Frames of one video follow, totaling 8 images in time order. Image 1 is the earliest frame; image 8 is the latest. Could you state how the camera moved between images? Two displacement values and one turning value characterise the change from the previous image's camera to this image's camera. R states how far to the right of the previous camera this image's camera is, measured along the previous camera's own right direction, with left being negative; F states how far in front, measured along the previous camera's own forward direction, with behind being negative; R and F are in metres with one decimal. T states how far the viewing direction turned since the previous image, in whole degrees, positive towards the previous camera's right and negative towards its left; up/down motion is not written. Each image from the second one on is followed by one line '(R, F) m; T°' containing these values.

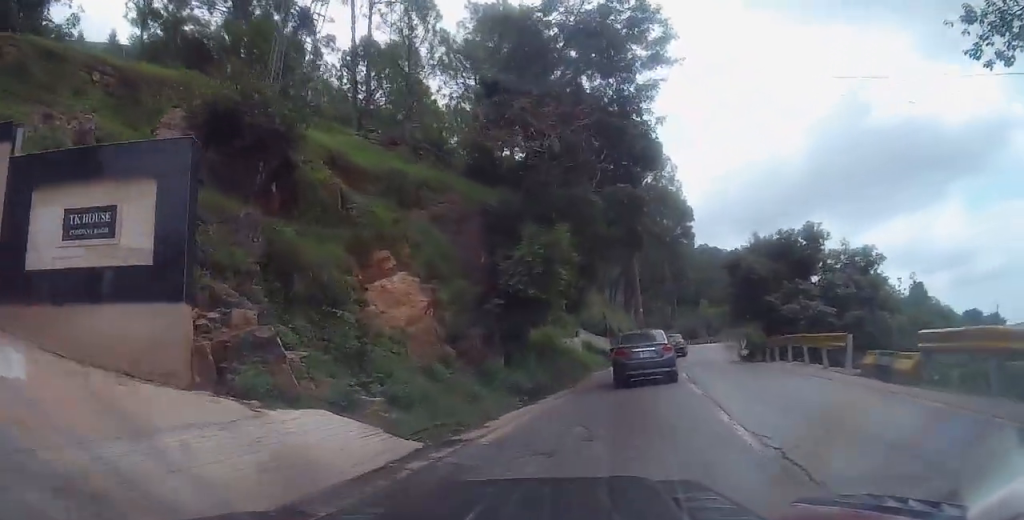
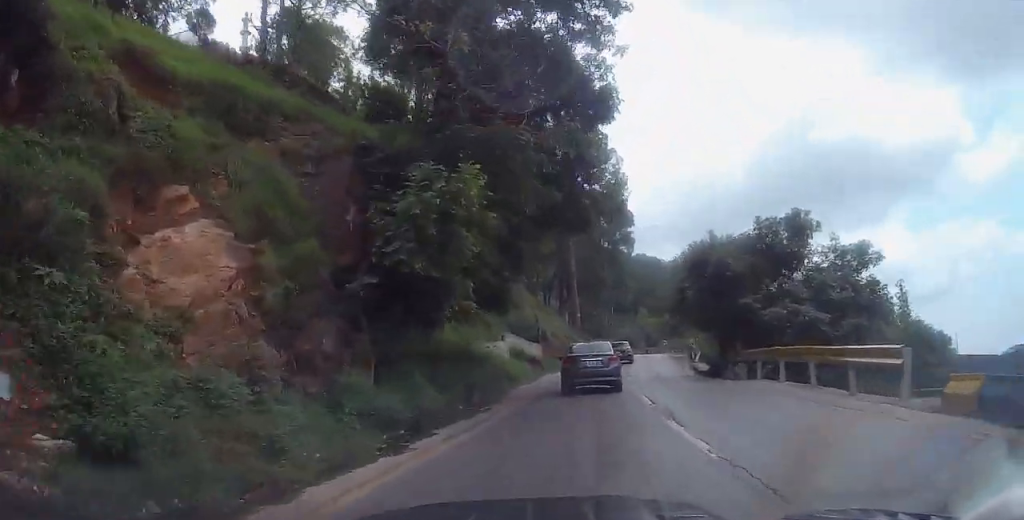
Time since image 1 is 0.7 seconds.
(0.0, +5.9) m; +2°
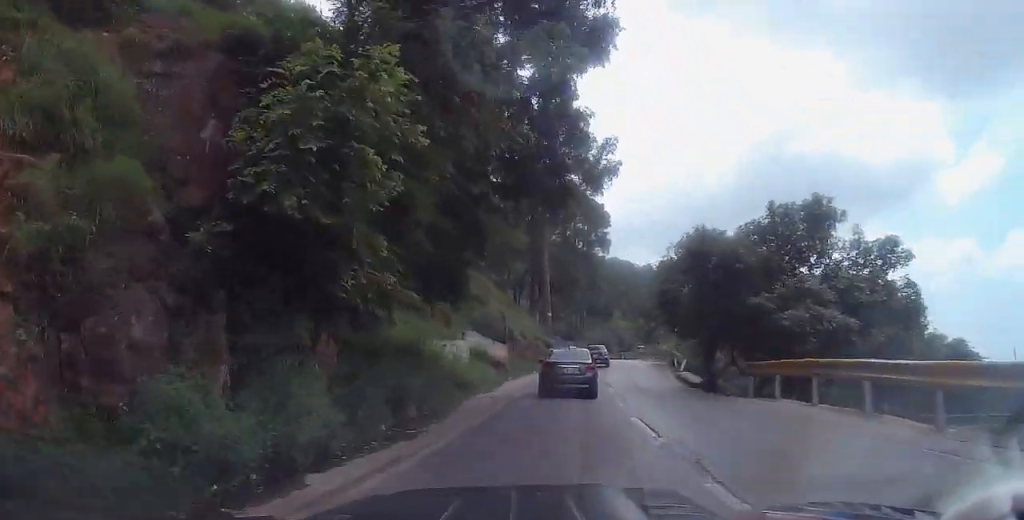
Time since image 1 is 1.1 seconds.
(0.0, +4.1) m; +1°
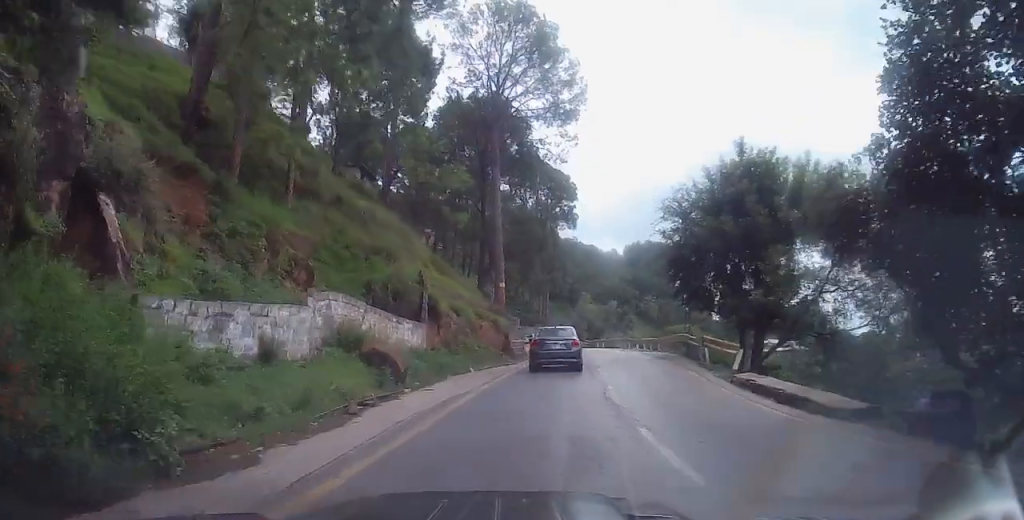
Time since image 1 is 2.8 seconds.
(+0.7, +15.0) m; +3°
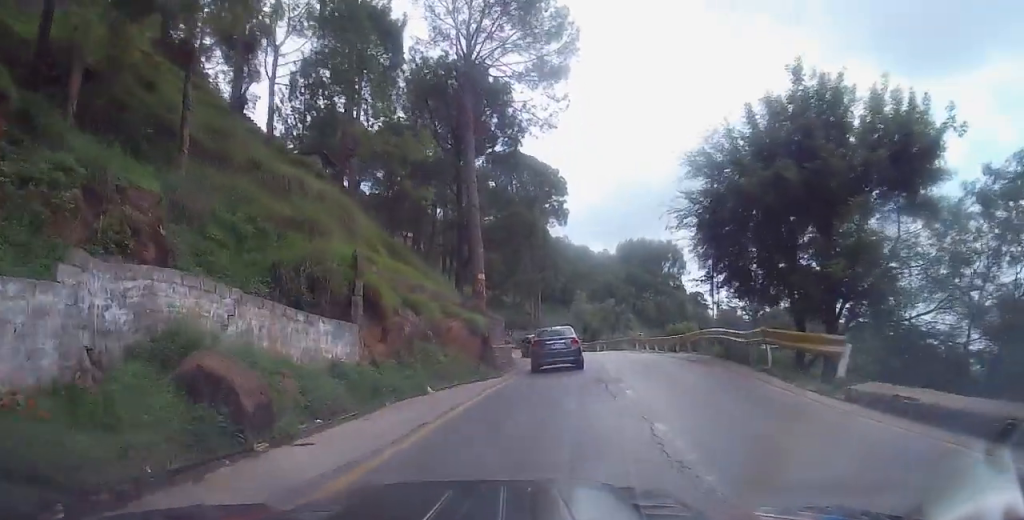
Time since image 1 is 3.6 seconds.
(0.0, +6.9) m; +2°
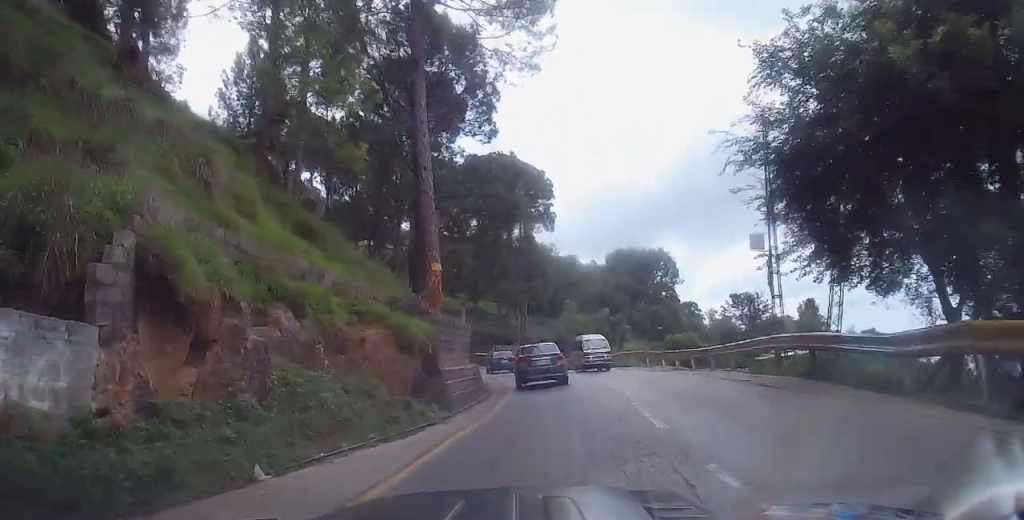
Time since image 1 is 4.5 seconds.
(+0.2, +8.6) m; +1°
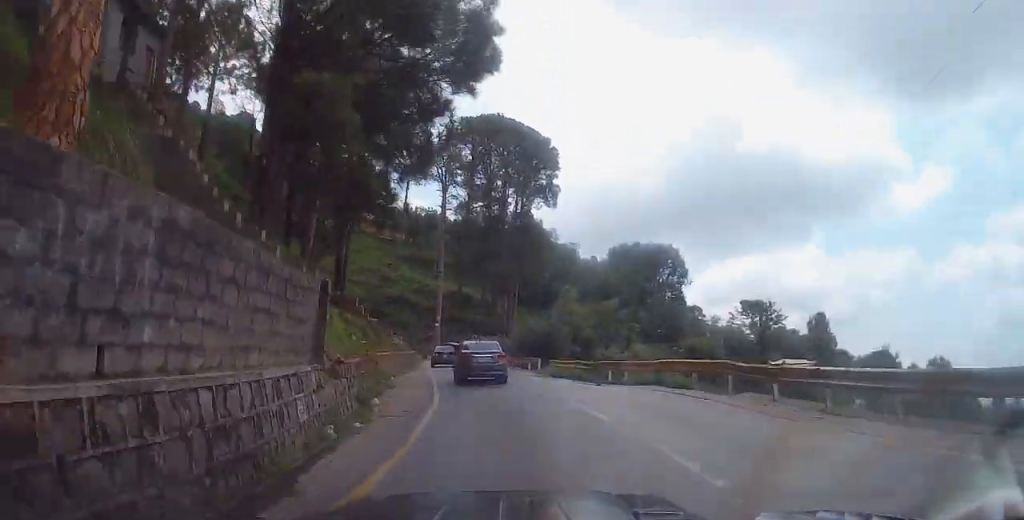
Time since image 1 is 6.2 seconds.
(-0.2, +16.2) m; -1°
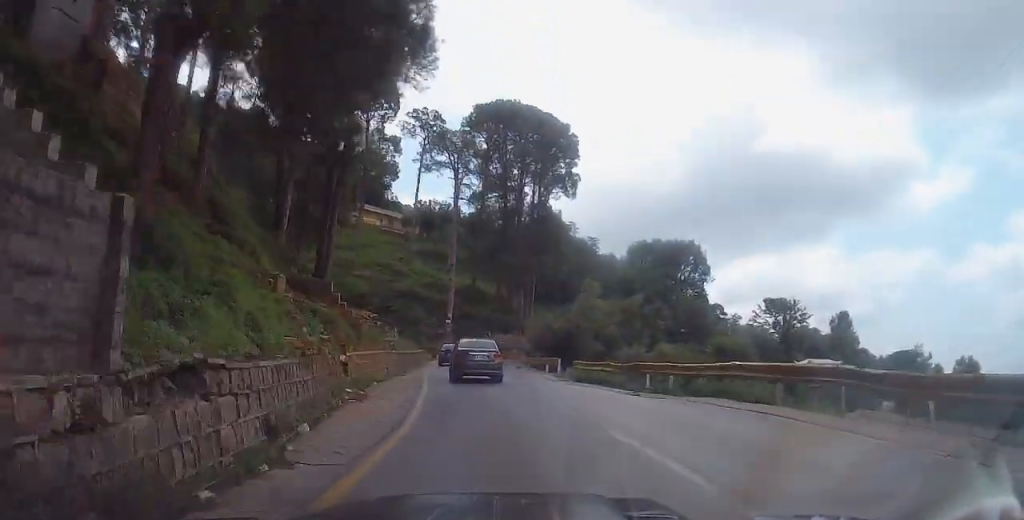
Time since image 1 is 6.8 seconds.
(+0.3, +5.5) m; -2°
